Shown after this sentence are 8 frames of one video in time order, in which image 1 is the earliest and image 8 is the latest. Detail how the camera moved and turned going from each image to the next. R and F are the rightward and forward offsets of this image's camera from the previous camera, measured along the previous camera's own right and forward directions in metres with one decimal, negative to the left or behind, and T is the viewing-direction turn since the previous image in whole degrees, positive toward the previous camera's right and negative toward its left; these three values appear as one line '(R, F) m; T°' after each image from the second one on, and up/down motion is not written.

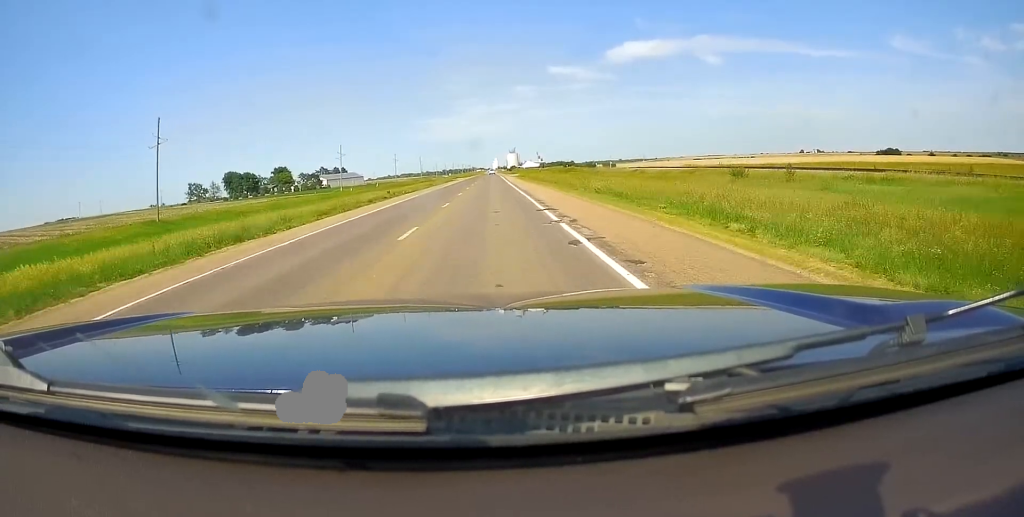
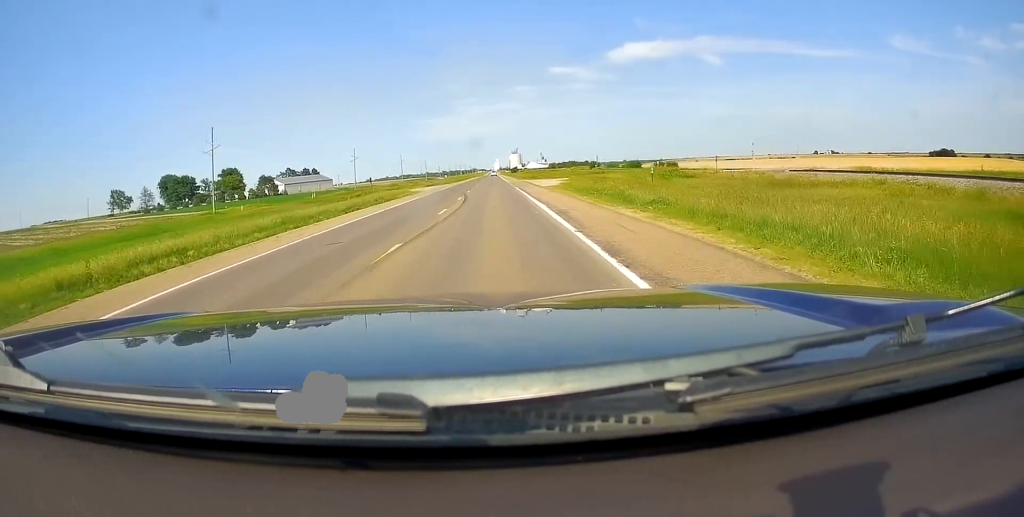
(+1.0, +76.4) m; +1°
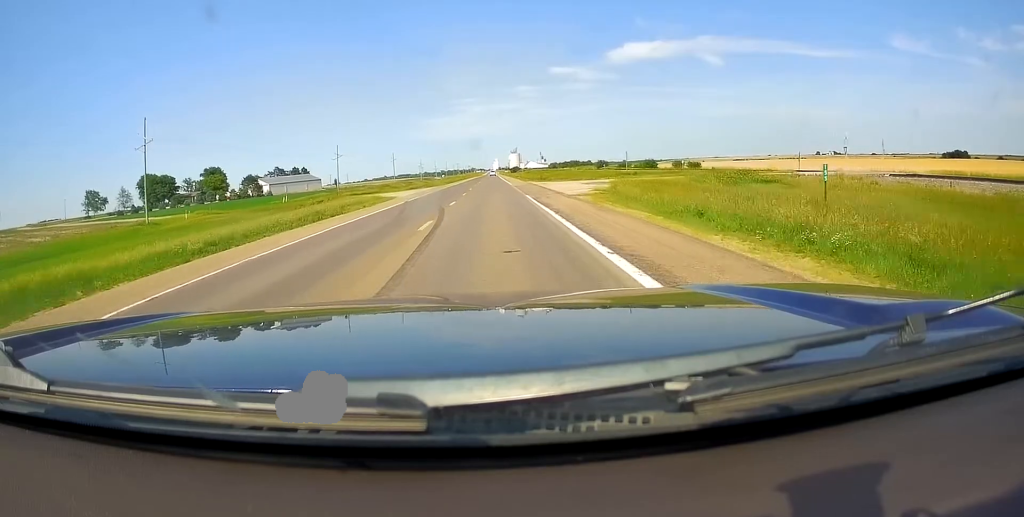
(+0.2, +18.3) m; 0°
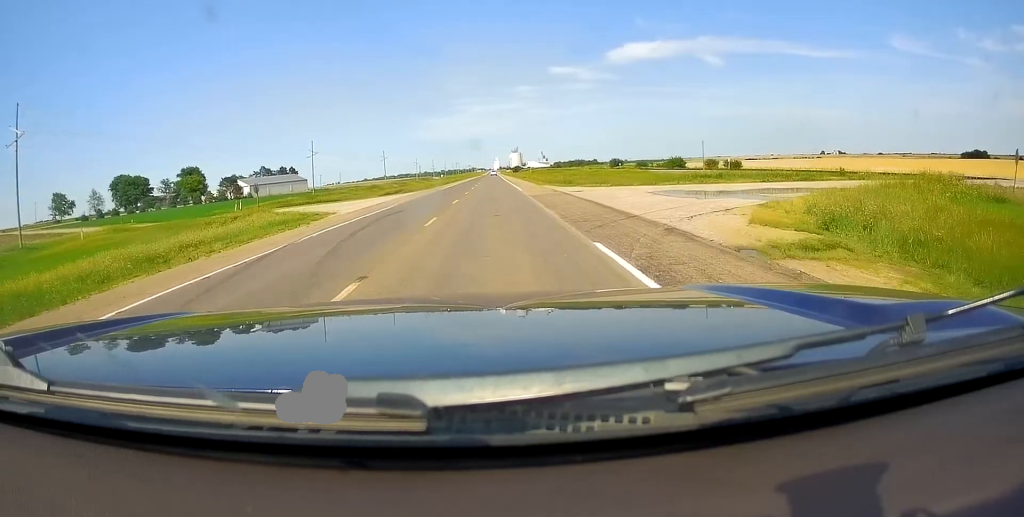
(+0.1, +22.8) m; 0°
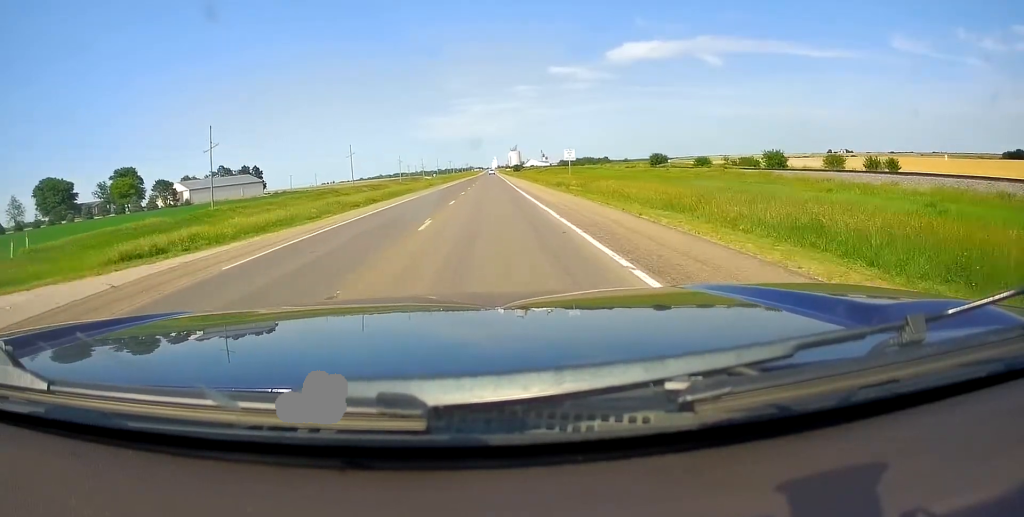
(-0.5, +49.7) m; 0°
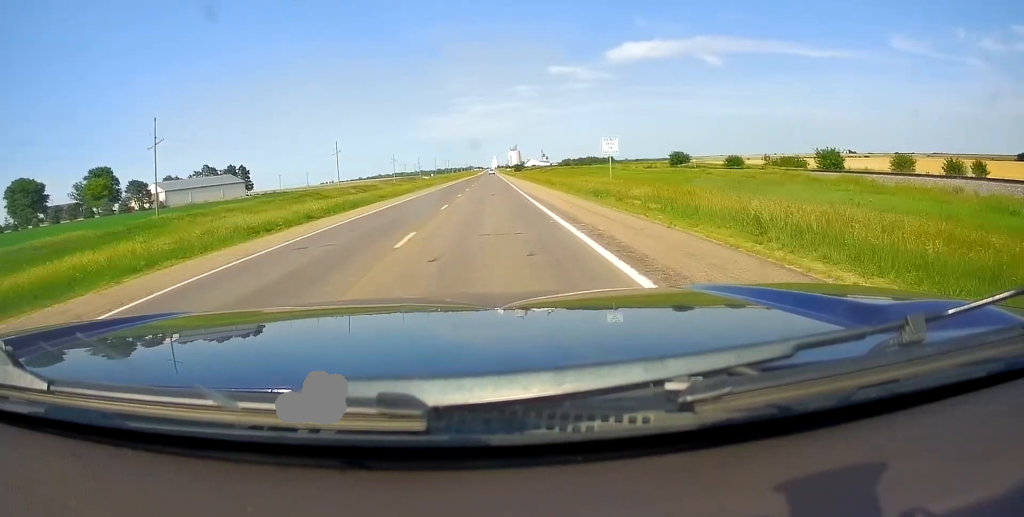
(+0.2, +15.7) m; 0°
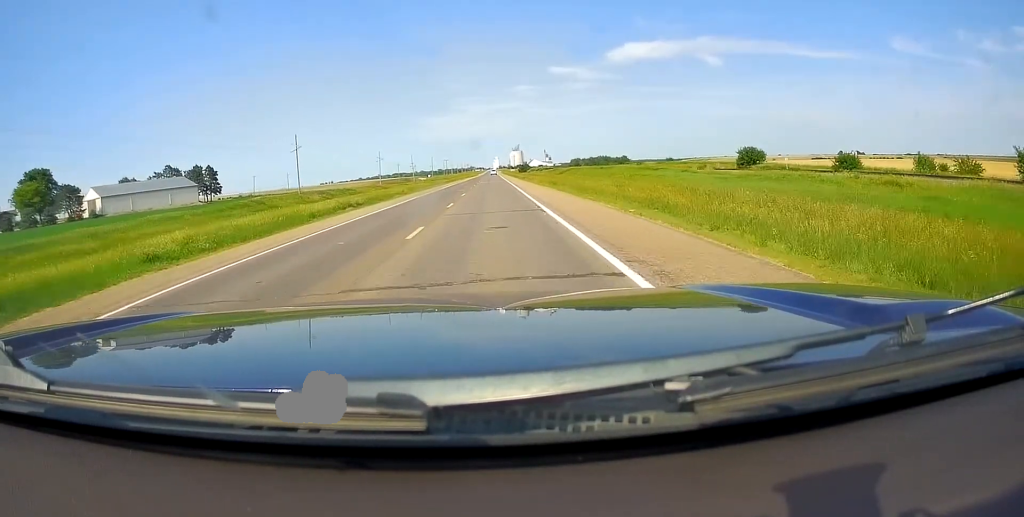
(0.0, +34.4) m; 0°
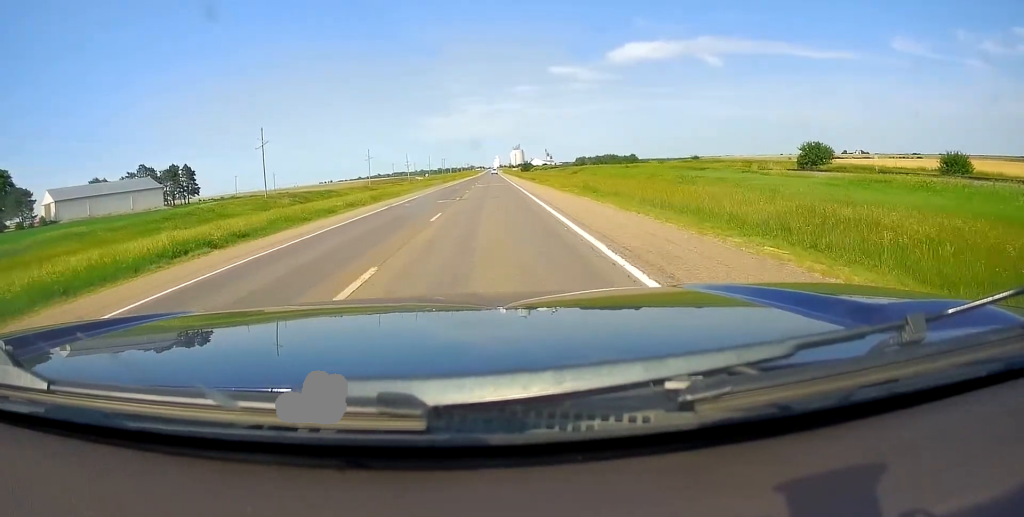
(-0.1, +19.2) m; 0°
